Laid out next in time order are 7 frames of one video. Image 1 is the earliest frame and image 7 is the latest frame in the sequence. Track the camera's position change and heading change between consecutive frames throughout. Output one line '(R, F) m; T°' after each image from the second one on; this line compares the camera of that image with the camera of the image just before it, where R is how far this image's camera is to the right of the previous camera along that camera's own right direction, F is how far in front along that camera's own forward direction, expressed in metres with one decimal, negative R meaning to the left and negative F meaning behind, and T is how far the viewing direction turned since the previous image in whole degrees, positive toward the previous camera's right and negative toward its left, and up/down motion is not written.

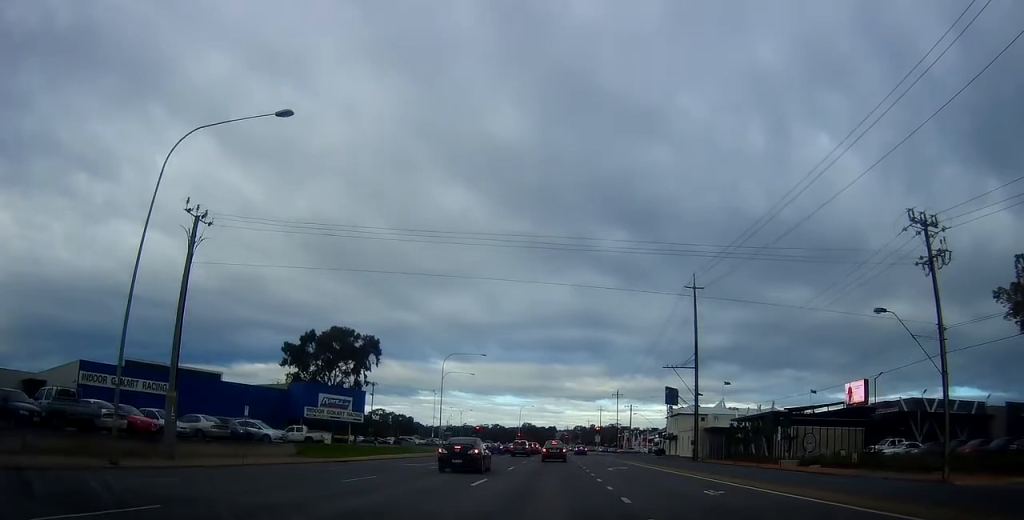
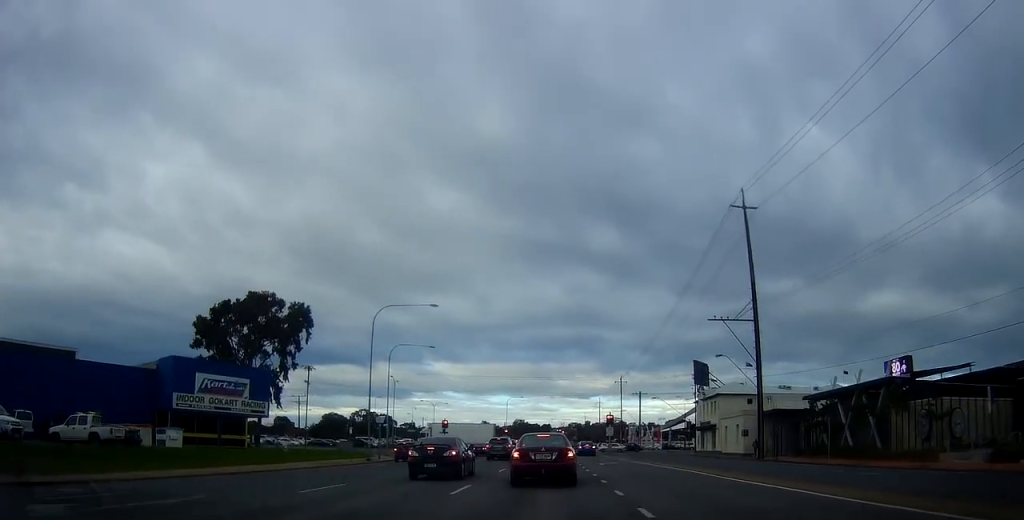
(+0.5, +27.7) m; +2°
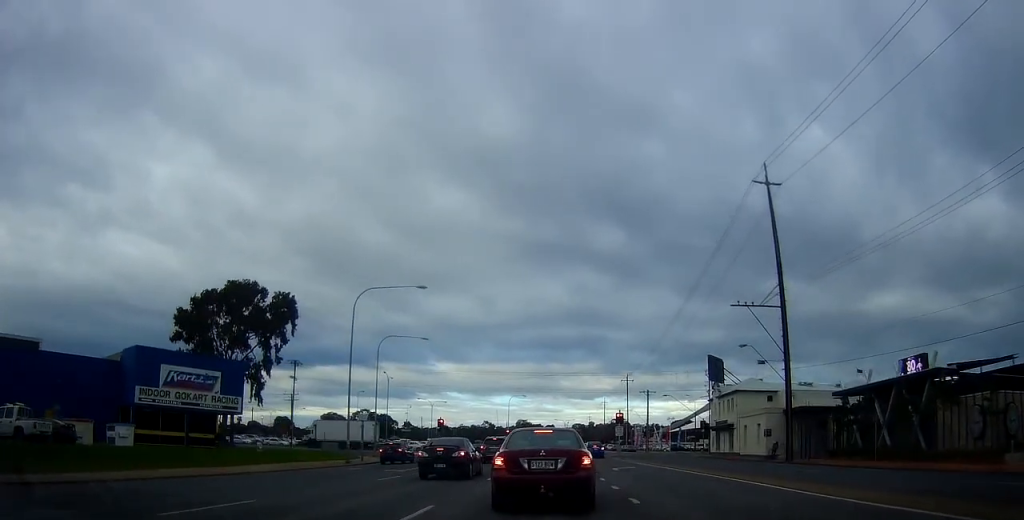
(+0.3, +6.7) m; +3°
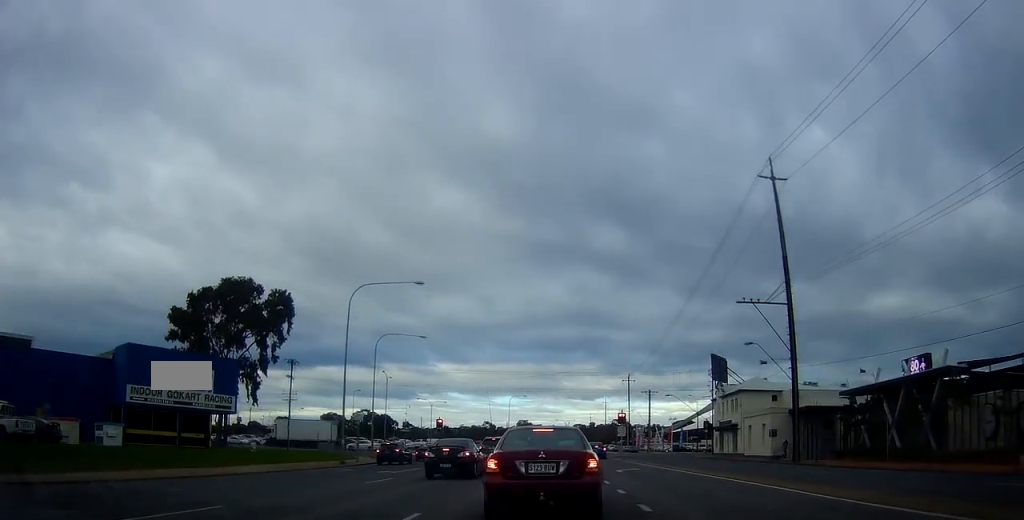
(0.0, +1.9) m; 0°
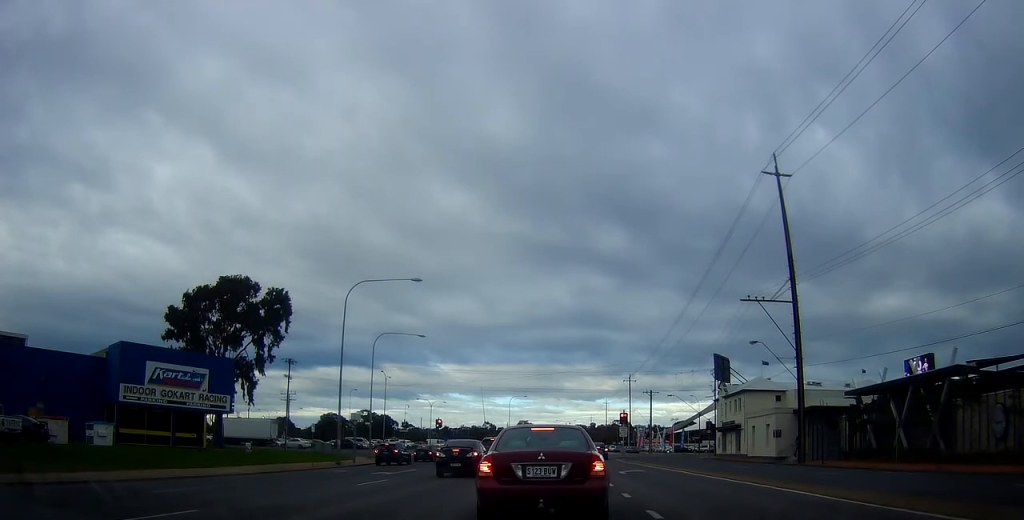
(0.0, +1.4) m; 0°
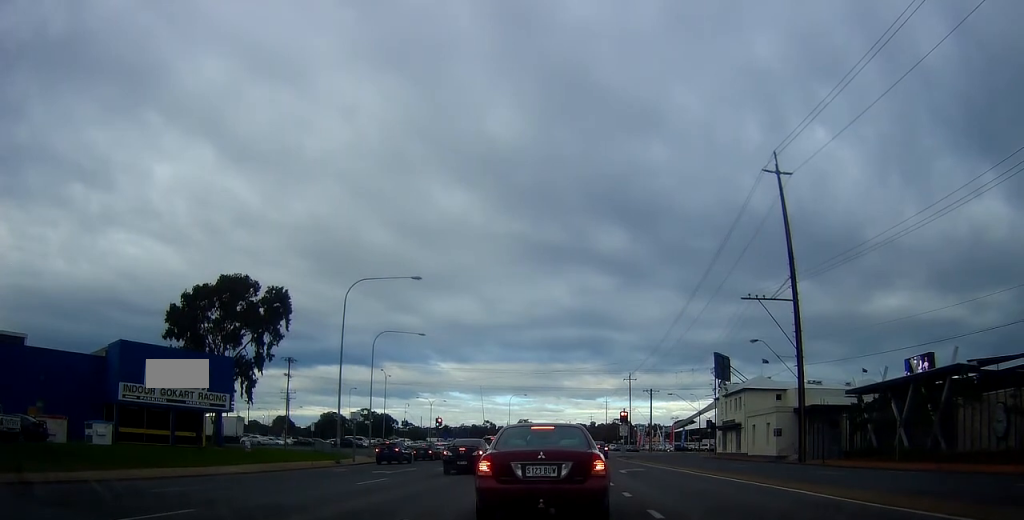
(0.0, +0.8) m; 0°
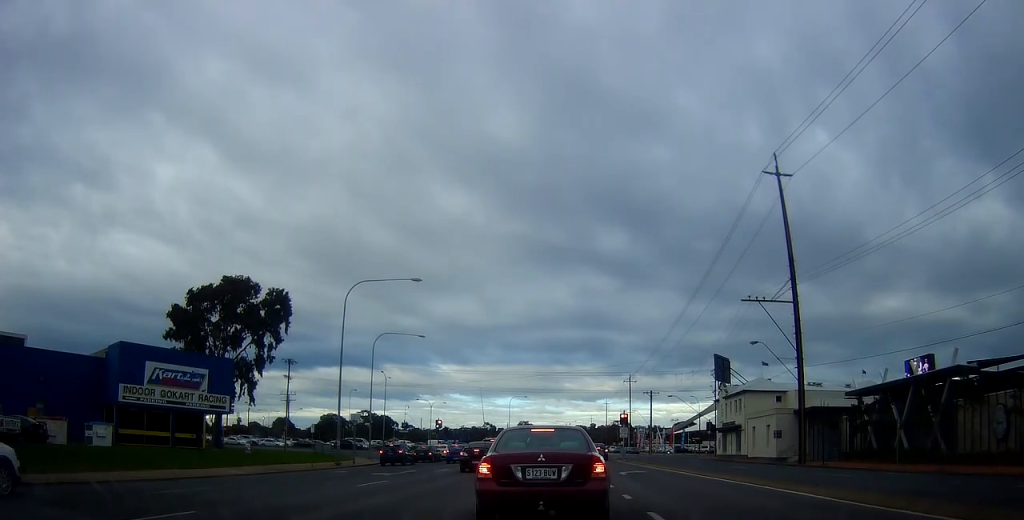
(0.0, +0.5) m; 0°
